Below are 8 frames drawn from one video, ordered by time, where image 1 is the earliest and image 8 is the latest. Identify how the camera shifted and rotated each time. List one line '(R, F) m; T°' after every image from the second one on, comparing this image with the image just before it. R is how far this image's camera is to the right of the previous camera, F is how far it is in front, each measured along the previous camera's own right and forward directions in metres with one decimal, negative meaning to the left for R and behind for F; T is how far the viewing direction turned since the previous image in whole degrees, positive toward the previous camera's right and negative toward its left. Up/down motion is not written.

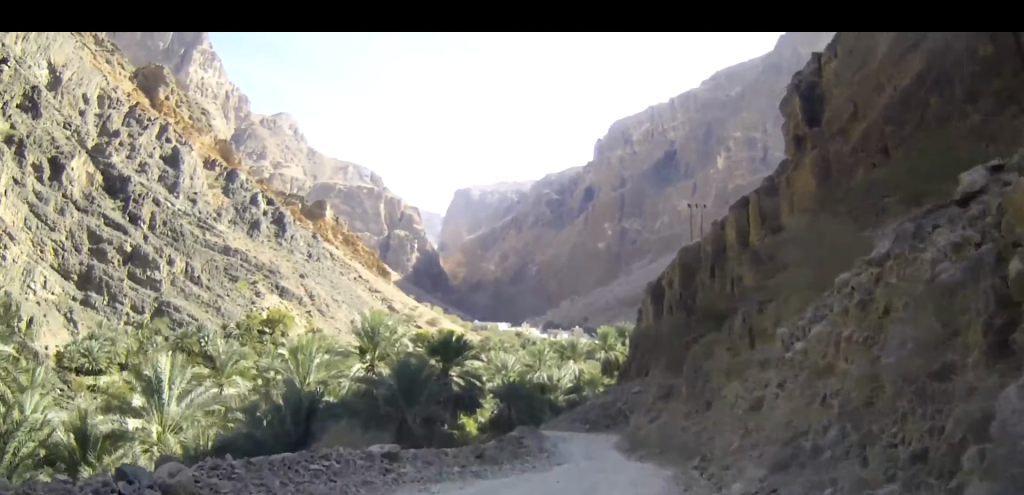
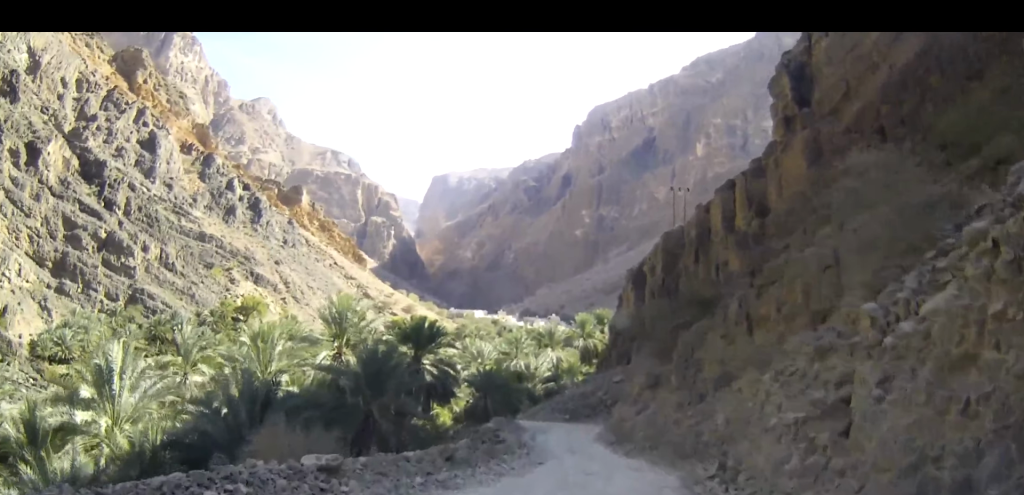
(0.0, +3.3) m; +1°
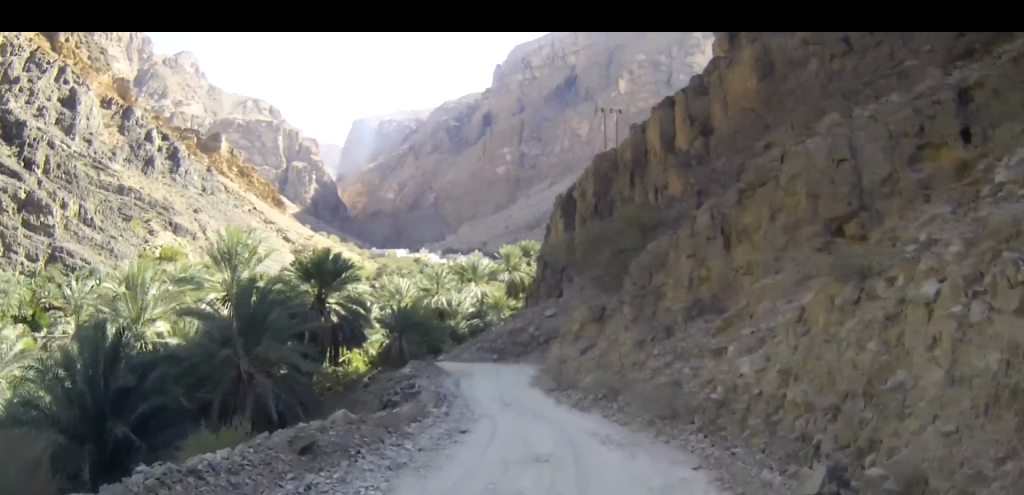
(+0.4, +7.1) m; +6°
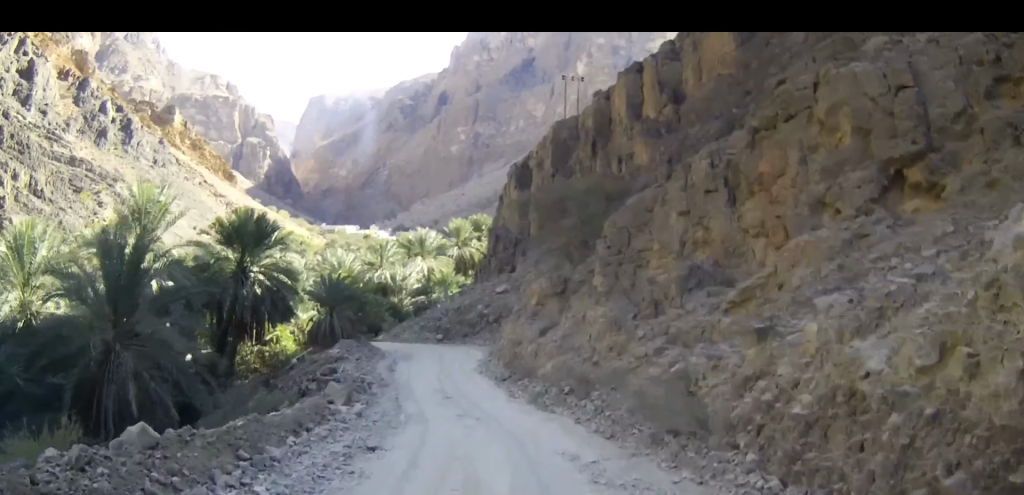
(+0.2, +5.6) m; +4°
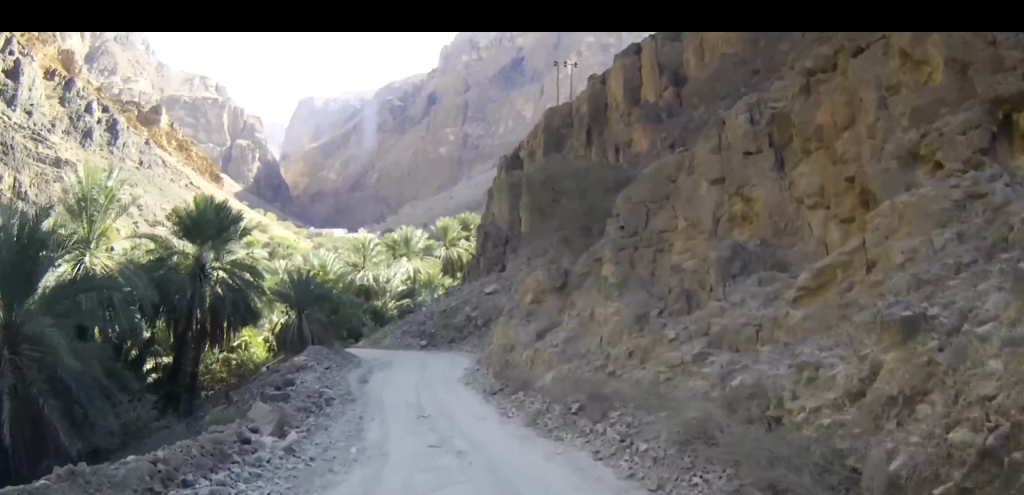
(+0.1, +4.2) m; +1°
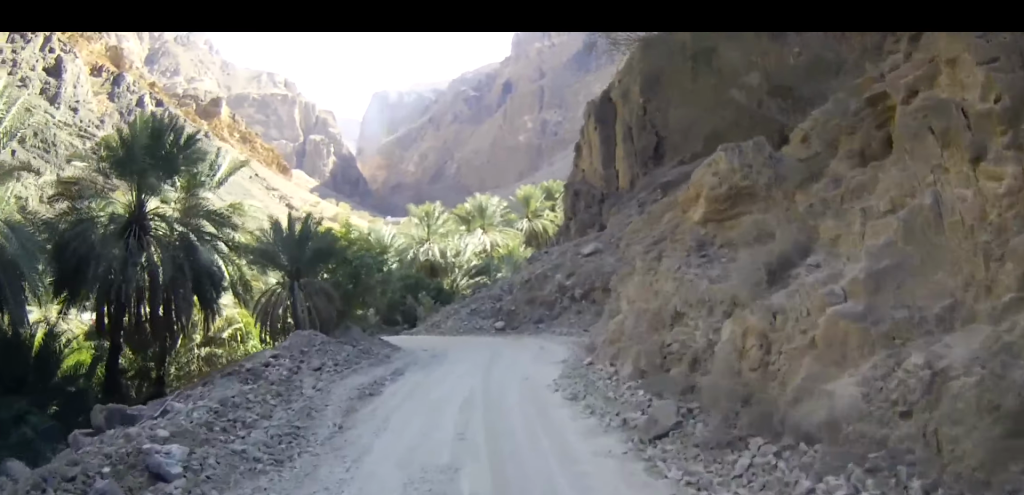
(-0.7, +12.1) m; -6°
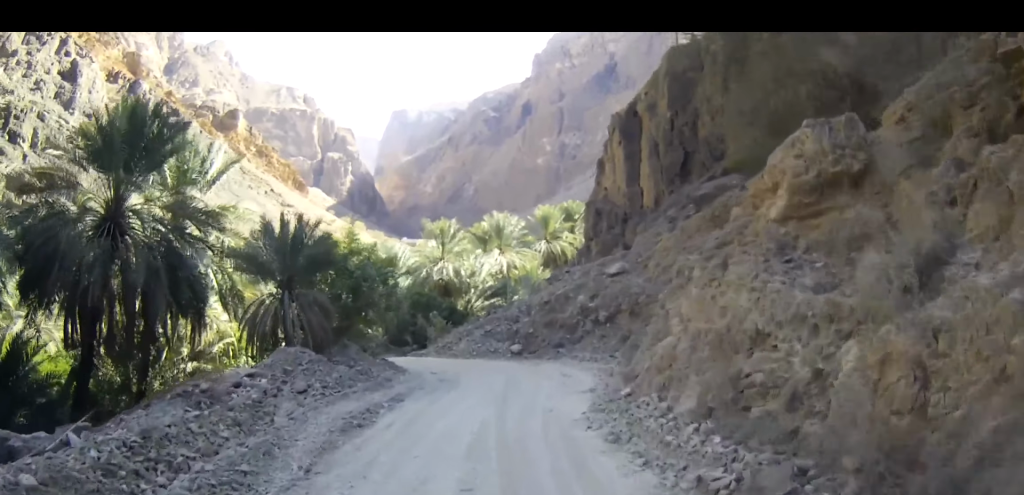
(0.0, +2.7) m; 0°
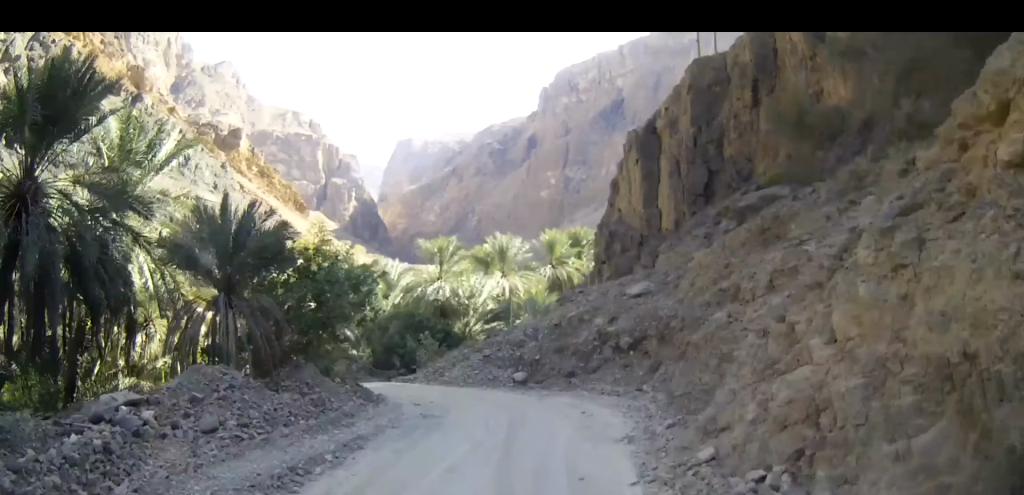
(0.0, +5.0) m; 0°
